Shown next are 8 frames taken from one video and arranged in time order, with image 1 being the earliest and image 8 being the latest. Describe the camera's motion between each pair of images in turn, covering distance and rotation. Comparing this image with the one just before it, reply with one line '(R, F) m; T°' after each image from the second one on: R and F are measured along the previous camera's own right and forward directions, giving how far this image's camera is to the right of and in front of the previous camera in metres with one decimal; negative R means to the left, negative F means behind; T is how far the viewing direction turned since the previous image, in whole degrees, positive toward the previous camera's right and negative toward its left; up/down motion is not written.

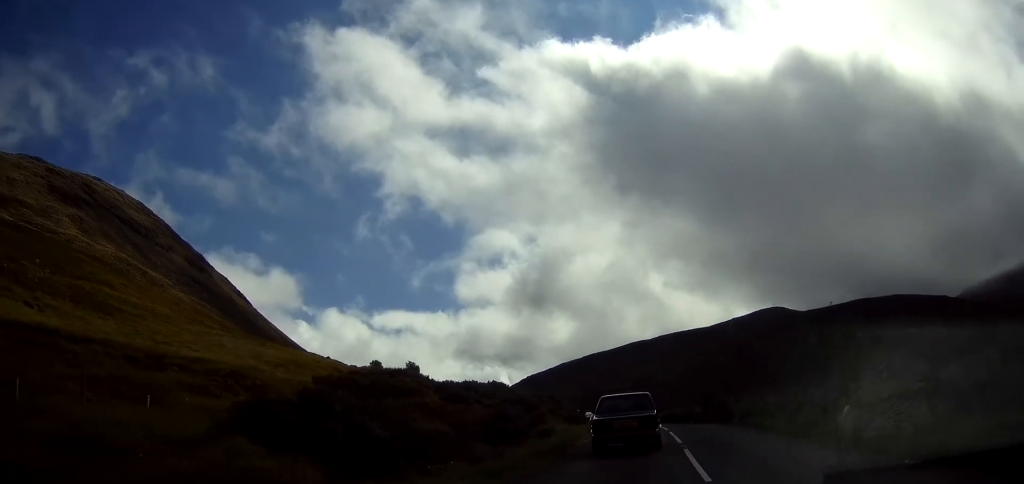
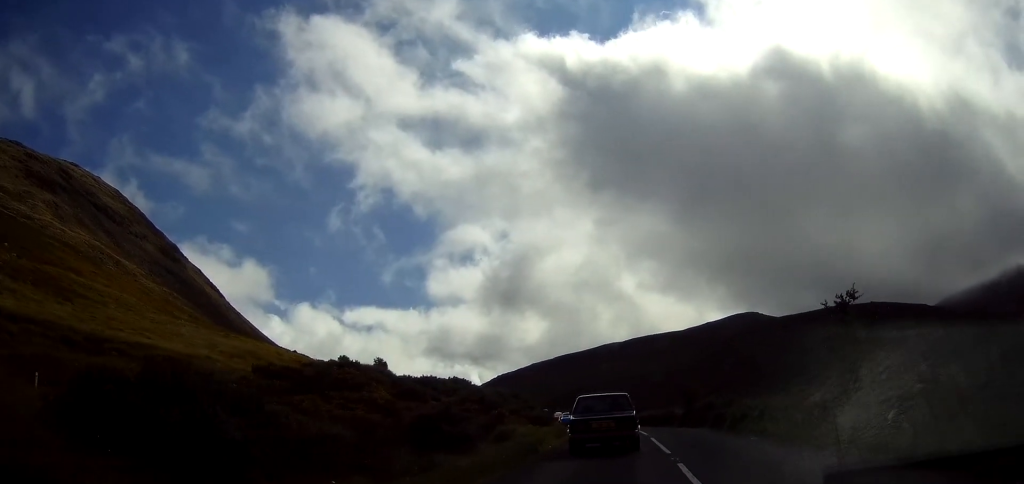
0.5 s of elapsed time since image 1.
(+0.1, +3.6) m; +2°
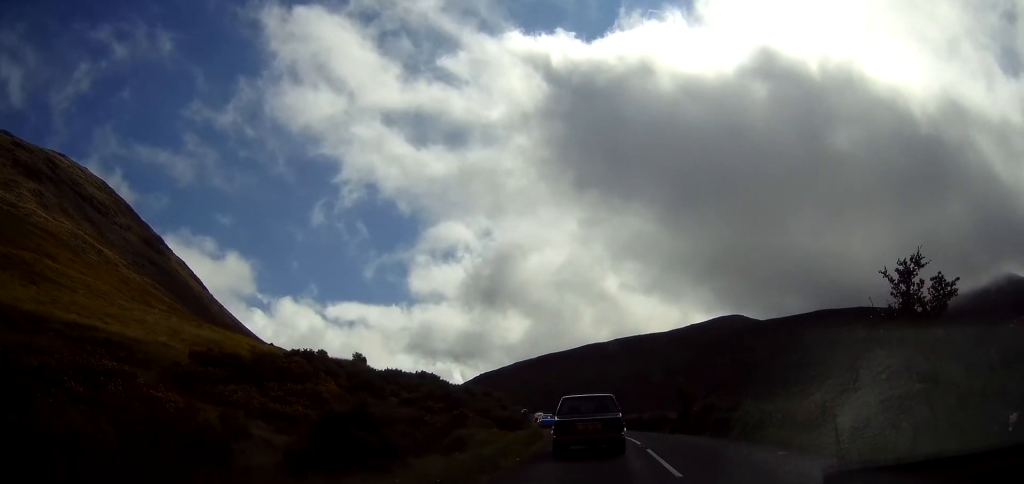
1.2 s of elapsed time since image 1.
(+0.1, +4.1) m; +2°
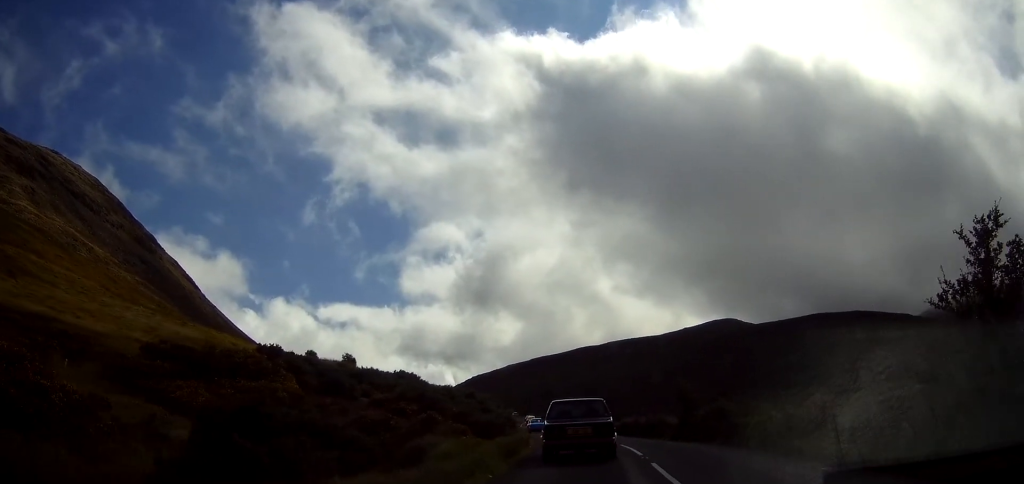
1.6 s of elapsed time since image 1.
(0.0, +3.0) m; +1°
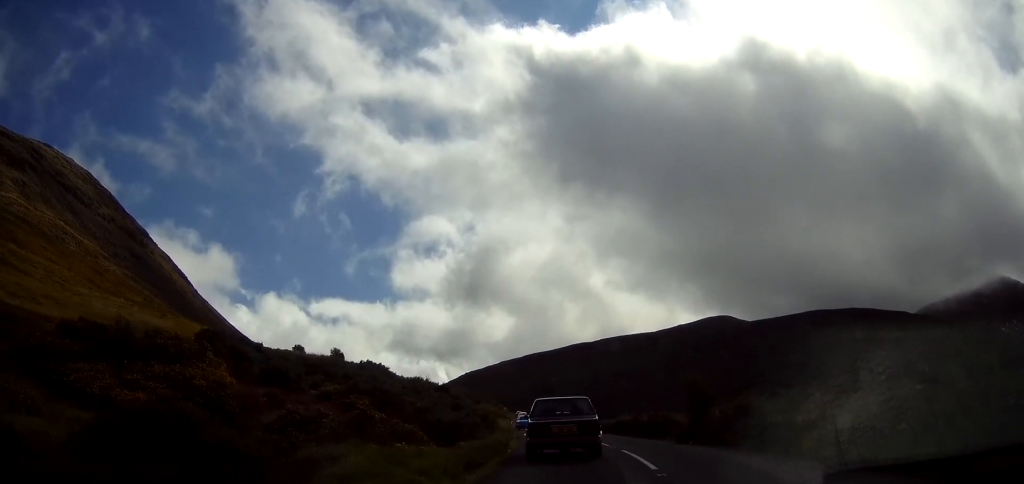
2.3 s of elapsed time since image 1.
(0.0, +4.4) m; -1°
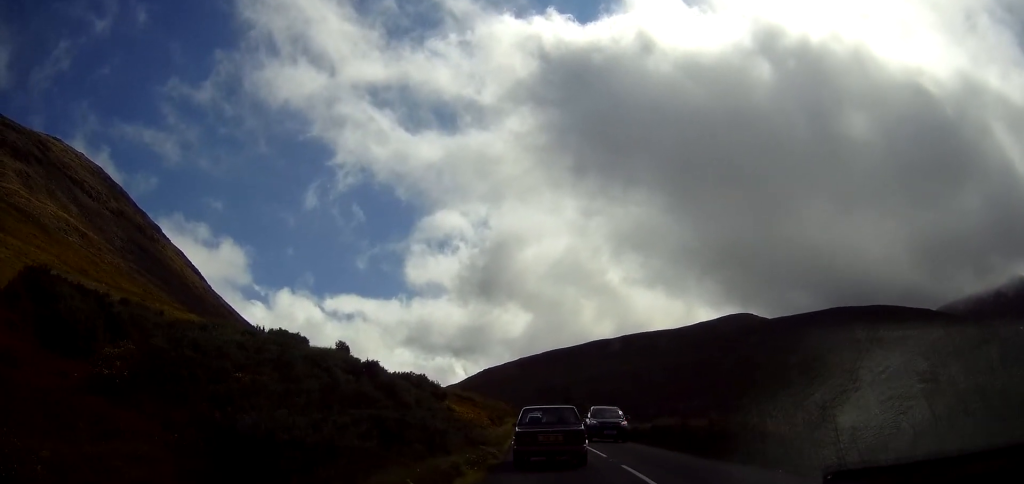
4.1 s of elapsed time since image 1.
(-0.5, +10.7) m; -4°
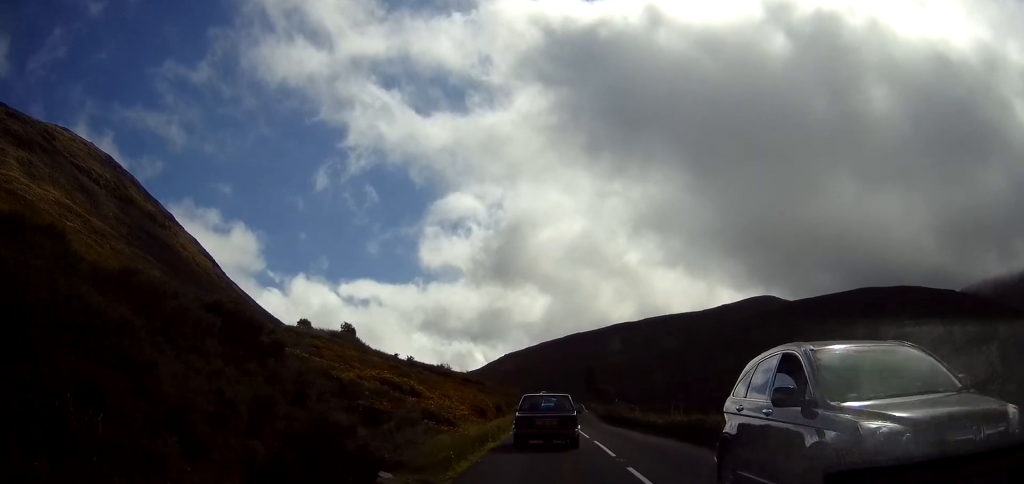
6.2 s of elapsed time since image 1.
(-0.4, +11.8) m; -5°
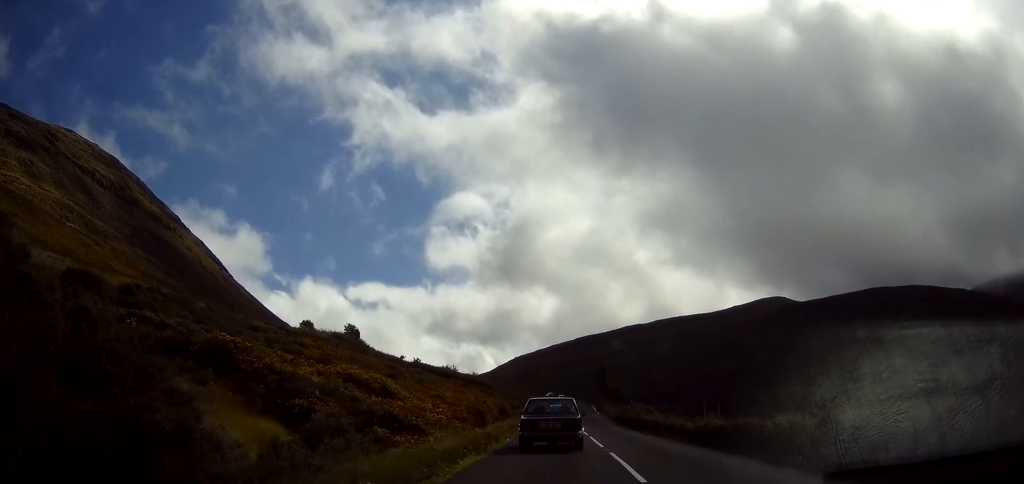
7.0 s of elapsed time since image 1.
(-0.1, +4.8) m; 0°
